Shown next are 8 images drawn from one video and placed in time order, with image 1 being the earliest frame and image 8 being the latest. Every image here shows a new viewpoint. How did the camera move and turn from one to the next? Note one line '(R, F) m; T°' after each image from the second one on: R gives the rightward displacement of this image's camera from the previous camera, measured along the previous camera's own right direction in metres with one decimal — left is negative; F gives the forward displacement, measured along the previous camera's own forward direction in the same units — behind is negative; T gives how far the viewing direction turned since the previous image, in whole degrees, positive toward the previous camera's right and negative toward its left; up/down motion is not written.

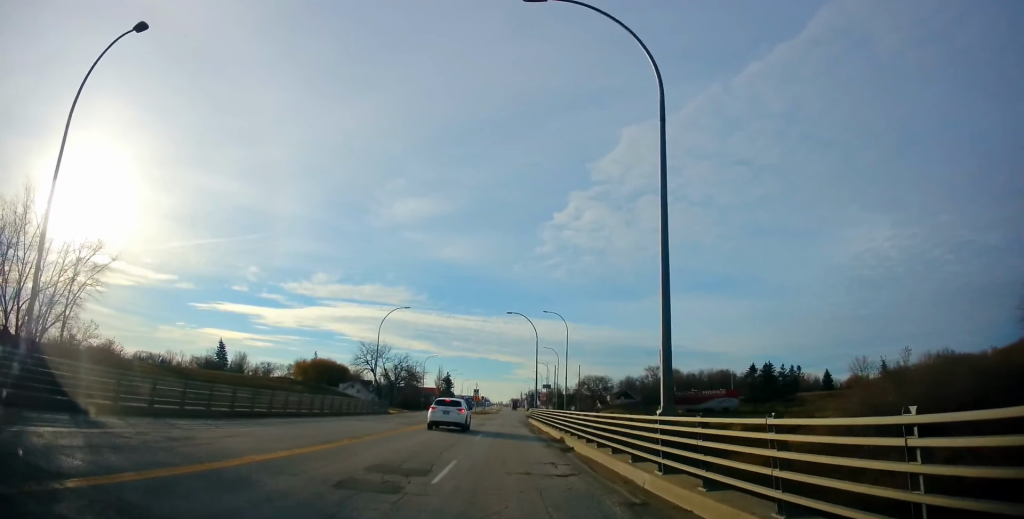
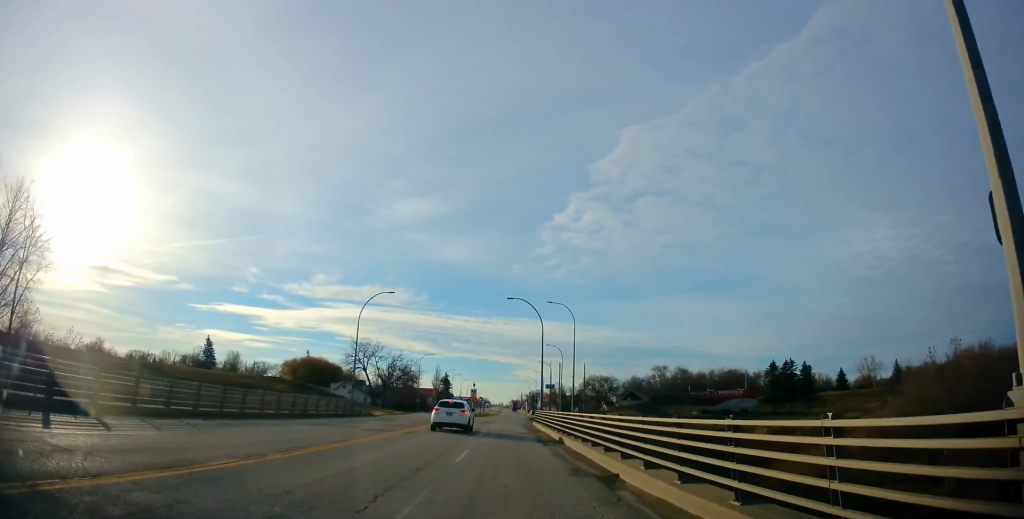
(0.0, +8.0) m; 0°
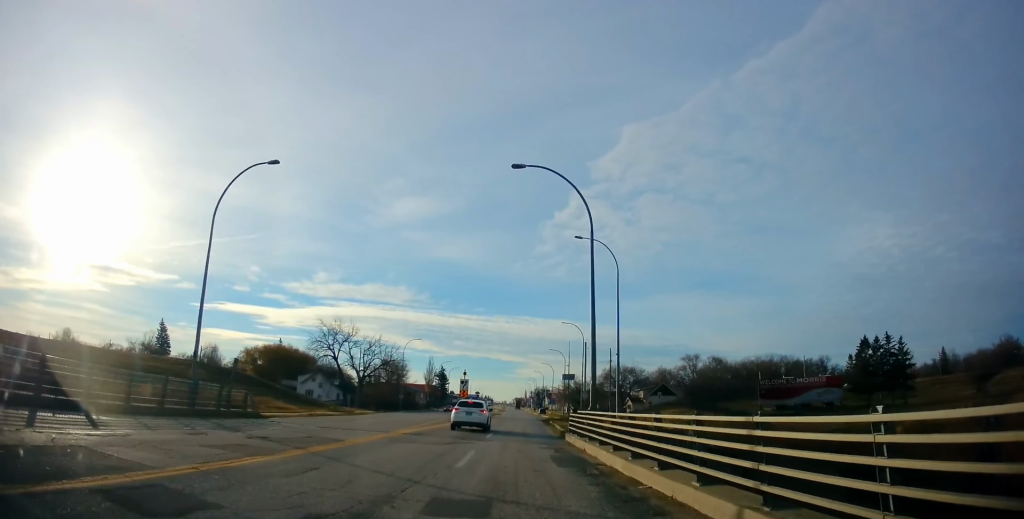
(0.0, +25.9) m; -1°
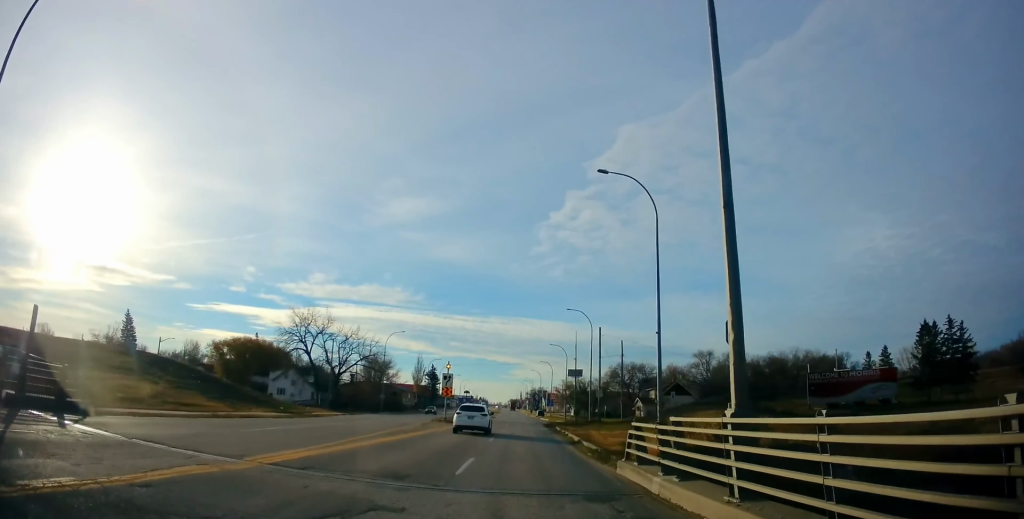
(0.0, +12.9) m; +1°
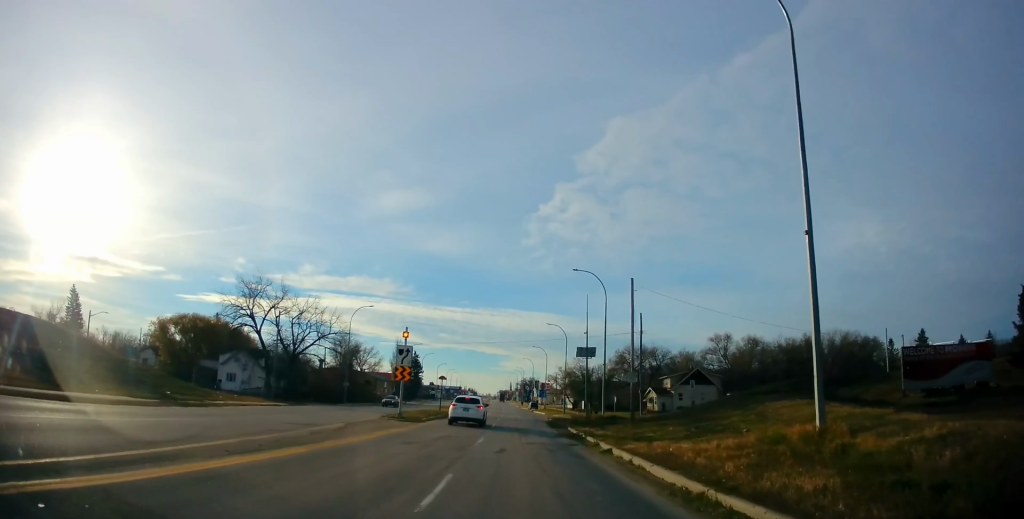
(+0.3, +16.9) m; 0°
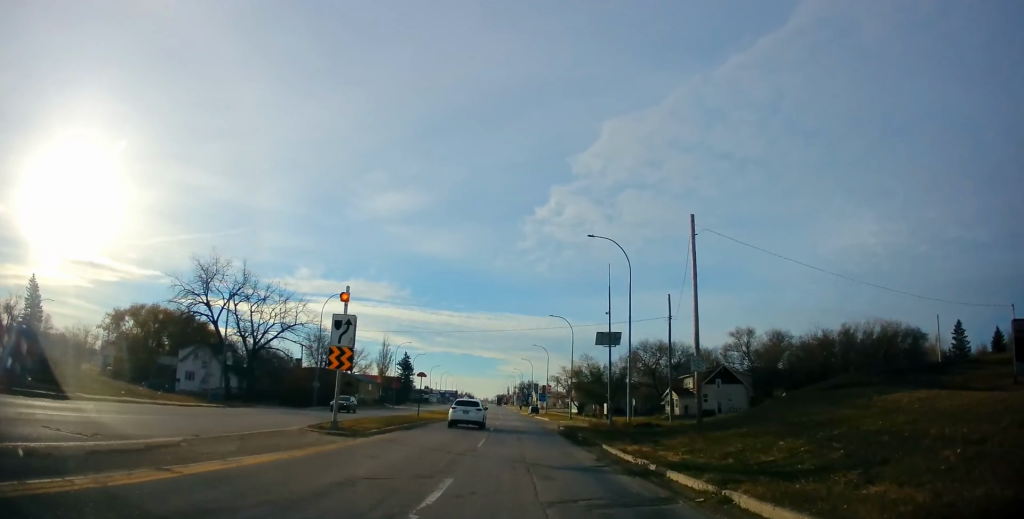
(-0.1, +12.2) m; -1°
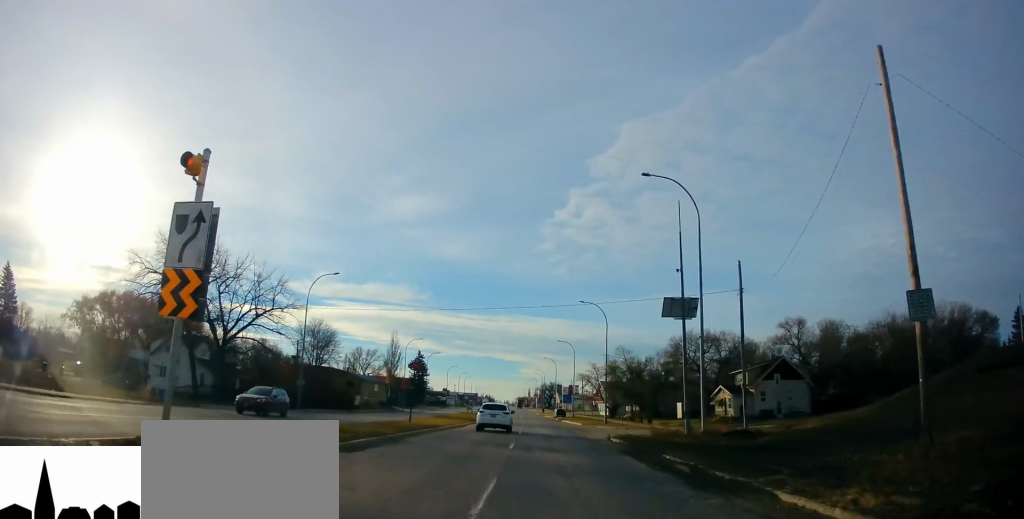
(-0.1, +12.0) m; -1°
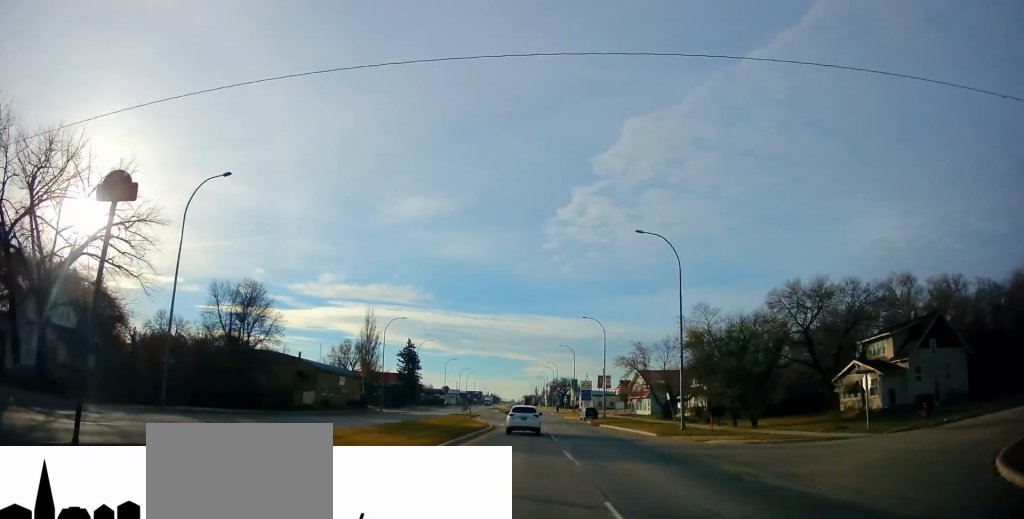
(0.0, +25.8) m; 0°
